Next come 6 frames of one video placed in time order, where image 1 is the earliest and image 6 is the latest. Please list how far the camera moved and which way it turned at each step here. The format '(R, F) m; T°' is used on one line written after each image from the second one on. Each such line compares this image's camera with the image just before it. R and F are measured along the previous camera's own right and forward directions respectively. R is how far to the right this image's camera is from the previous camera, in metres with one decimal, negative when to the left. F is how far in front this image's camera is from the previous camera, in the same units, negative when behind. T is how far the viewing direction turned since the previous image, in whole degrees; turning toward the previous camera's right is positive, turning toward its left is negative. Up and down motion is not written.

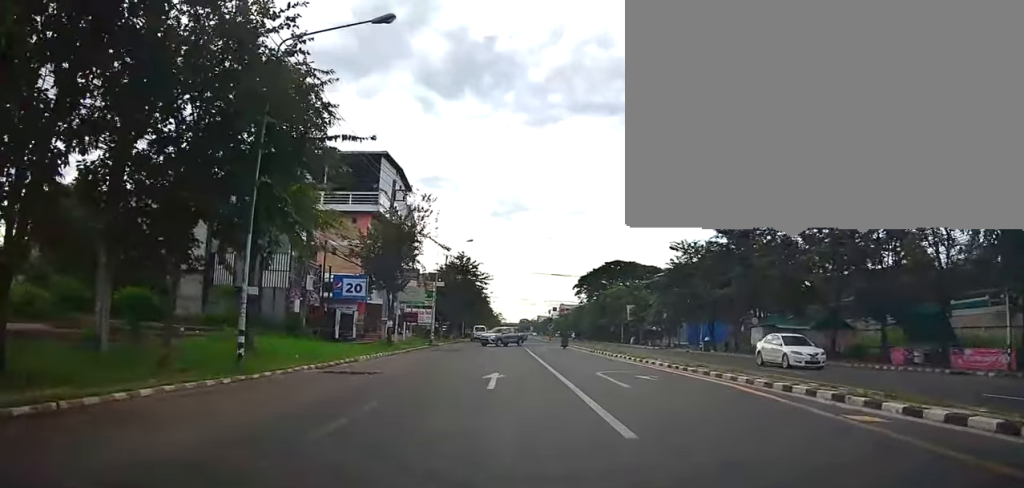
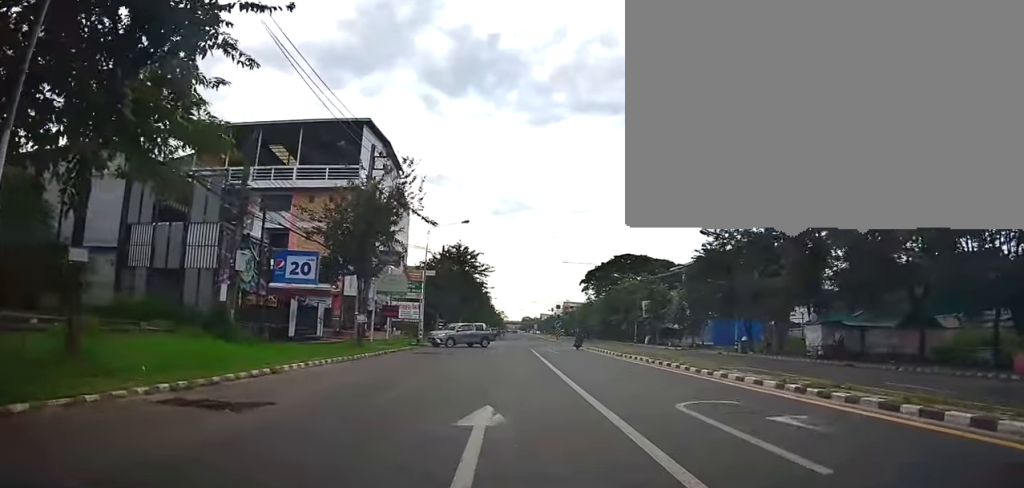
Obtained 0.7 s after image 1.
(-0.1, +7.9) m; +1°
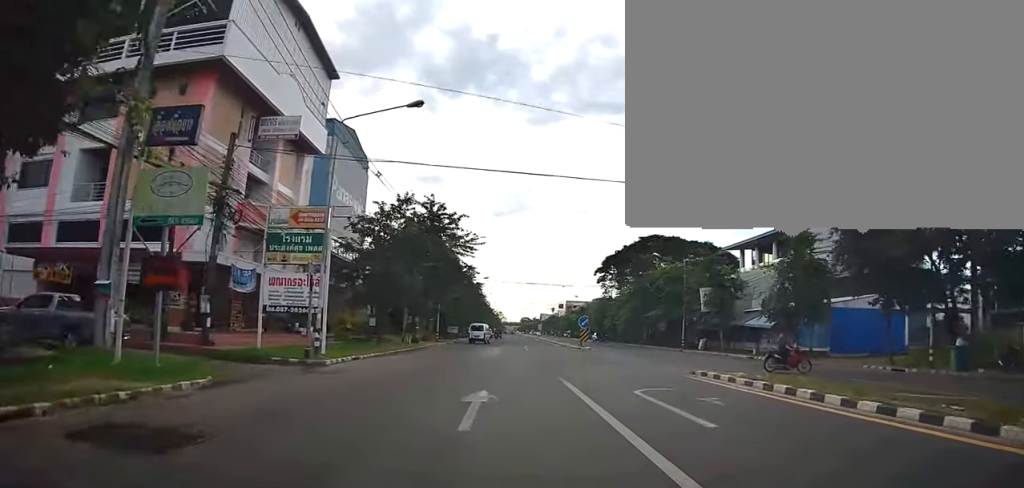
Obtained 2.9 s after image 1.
(+0.8, +22.8) m; +1°
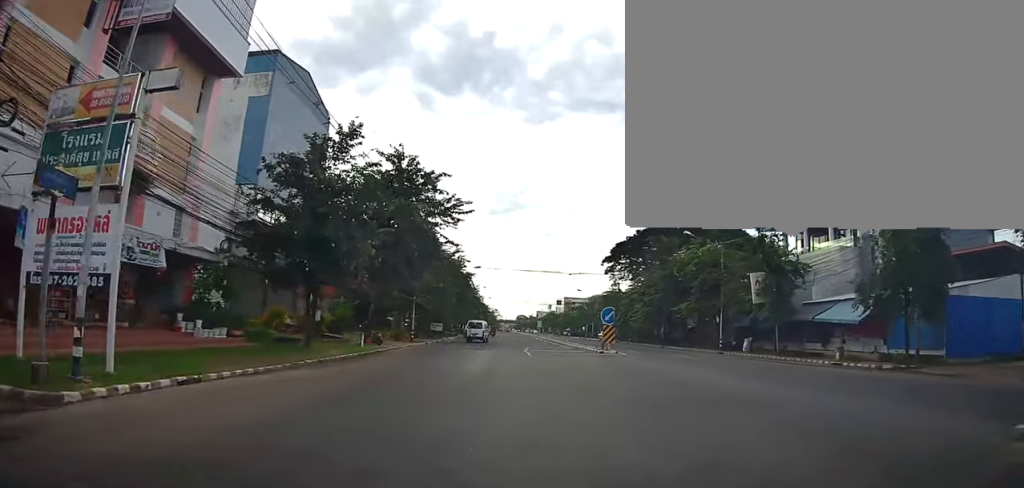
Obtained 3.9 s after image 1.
(-0.2, +11.8) m; +1°
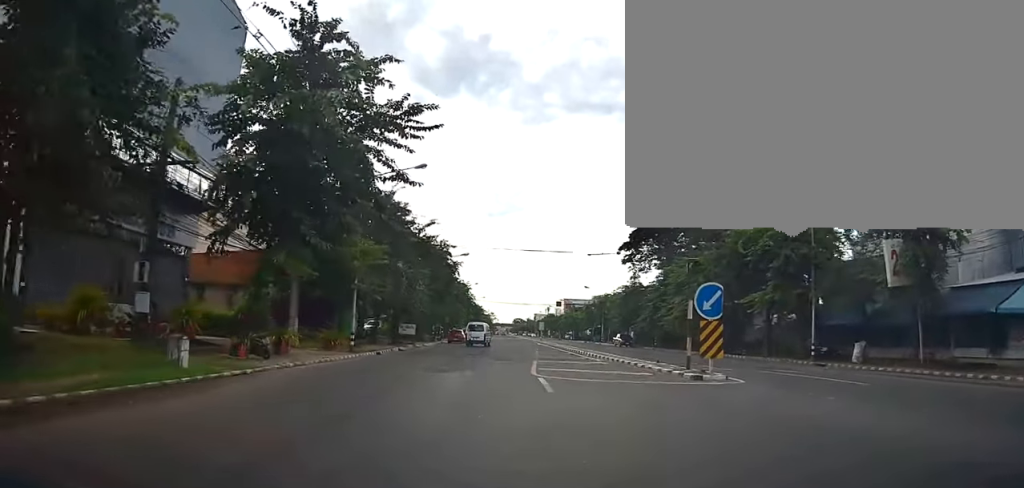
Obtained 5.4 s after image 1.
(+0.5, +15.3) m; 0°
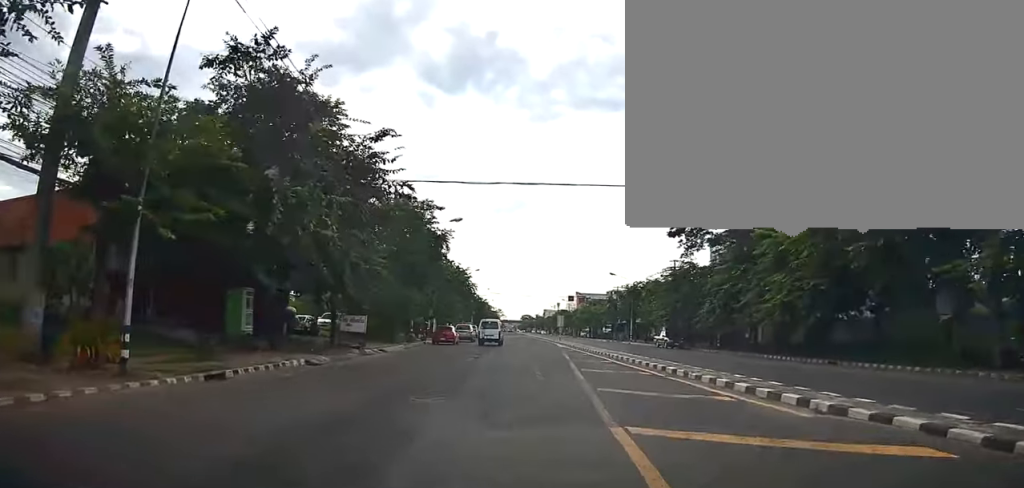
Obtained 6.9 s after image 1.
(-0.9, +17.4) m; -2°
